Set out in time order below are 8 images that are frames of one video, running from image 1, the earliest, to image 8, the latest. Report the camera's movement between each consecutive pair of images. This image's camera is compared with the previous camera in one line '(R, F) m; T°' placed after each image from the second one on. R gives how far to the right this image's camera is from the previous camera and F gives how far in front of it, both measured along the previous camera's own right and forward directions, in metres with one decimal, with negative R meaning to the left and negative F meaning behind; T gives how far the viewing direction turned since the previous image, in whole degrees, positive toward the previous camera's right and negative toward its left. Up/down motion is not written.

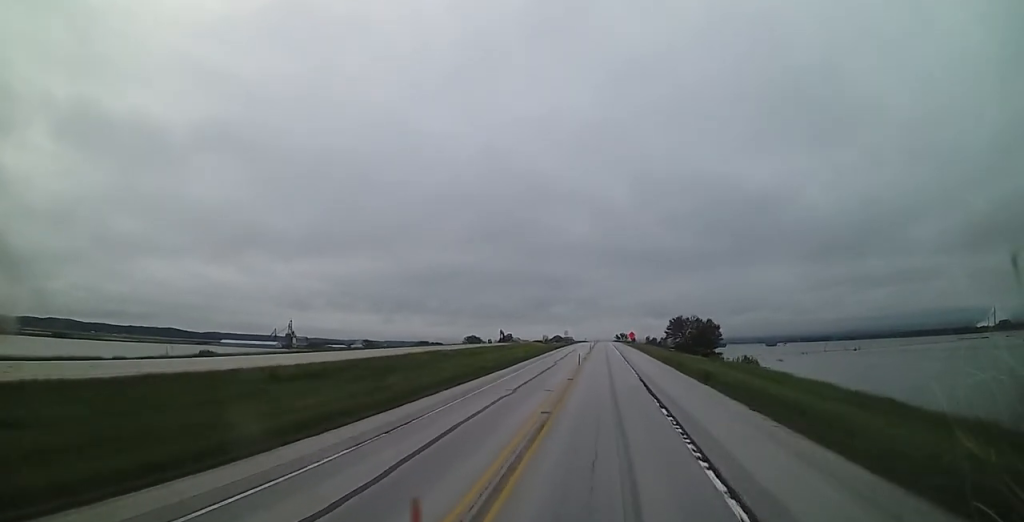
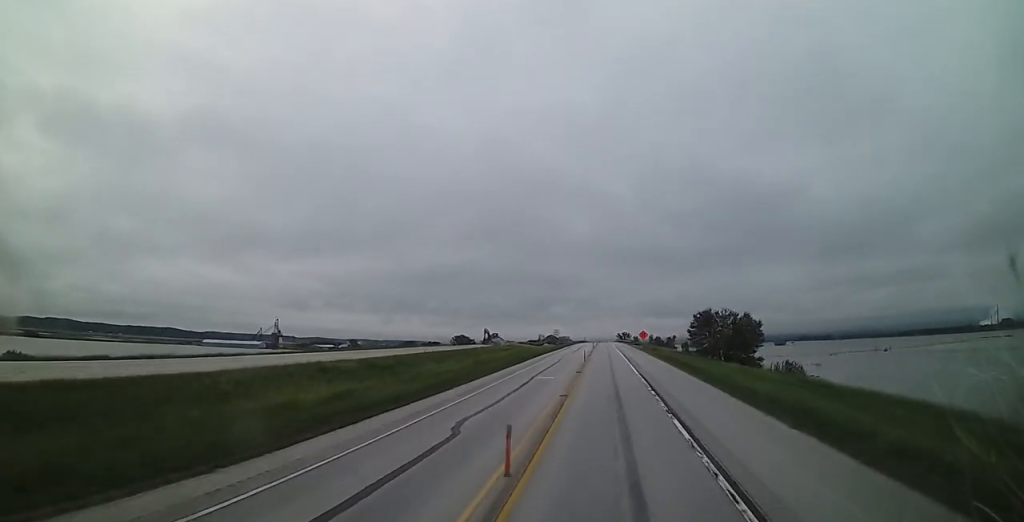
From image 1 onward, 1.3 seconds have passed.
(+0.1, +32.0) m; +1°
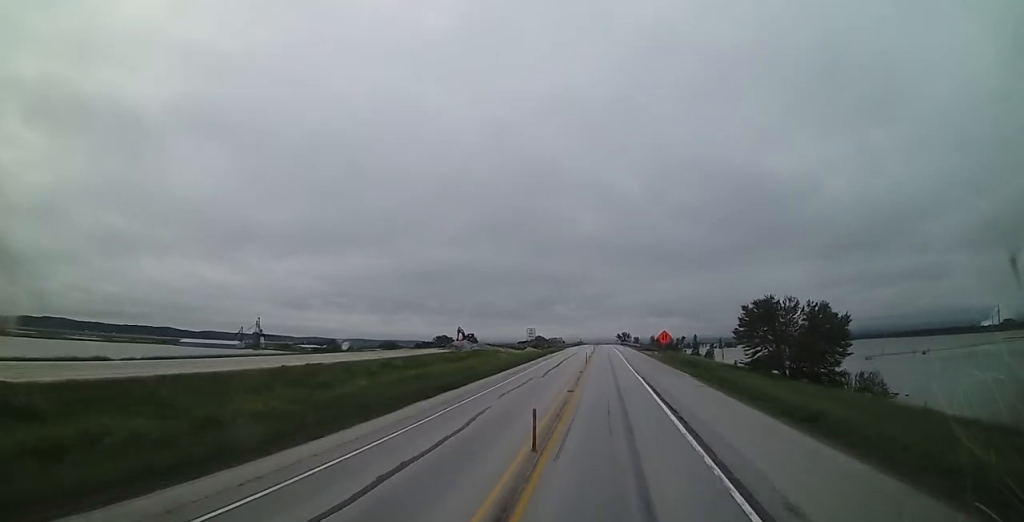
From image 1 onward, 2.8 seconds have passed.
(+0.1, +34.4) m; -1°
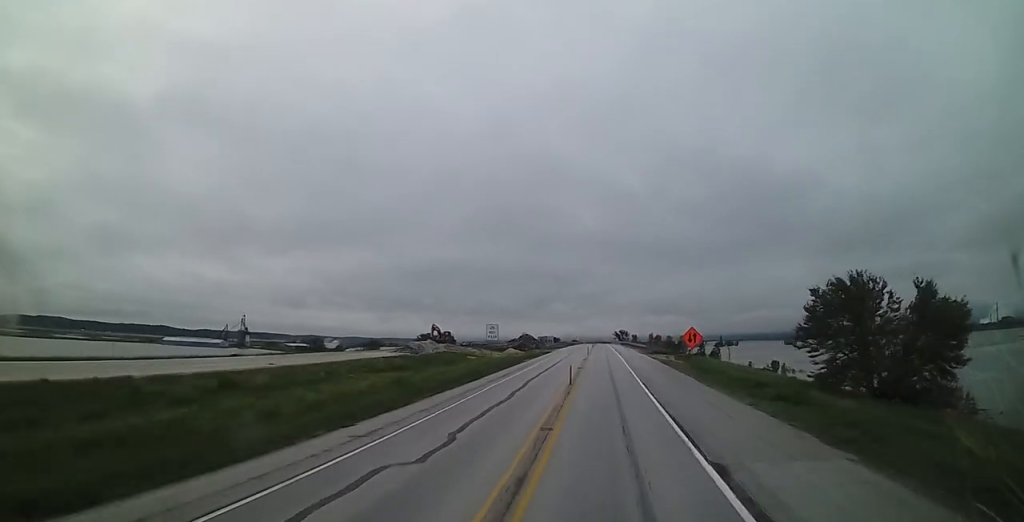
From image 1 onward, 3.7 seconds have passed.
(-0.1, +21.6) m; 0°
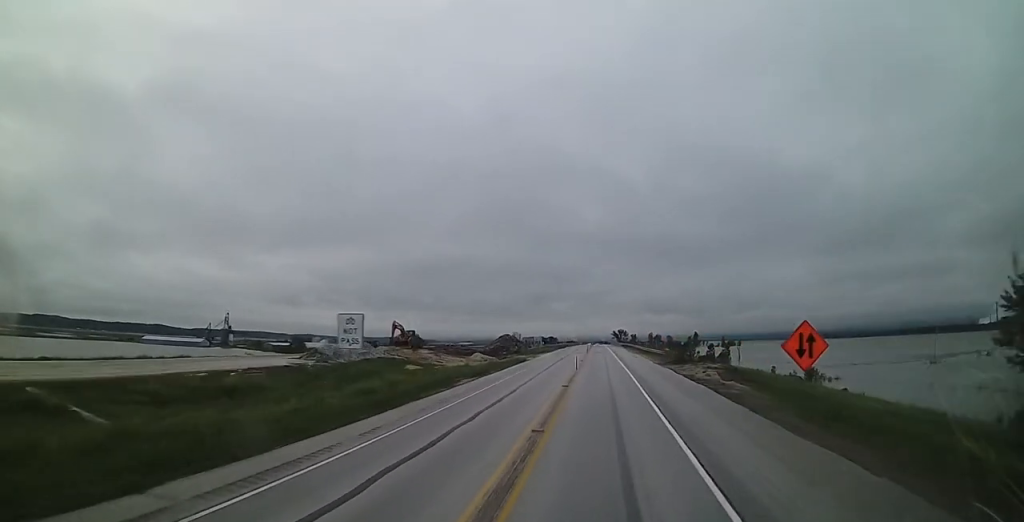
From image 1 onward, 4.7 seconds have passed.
(0.0, +24.8) m; 0°
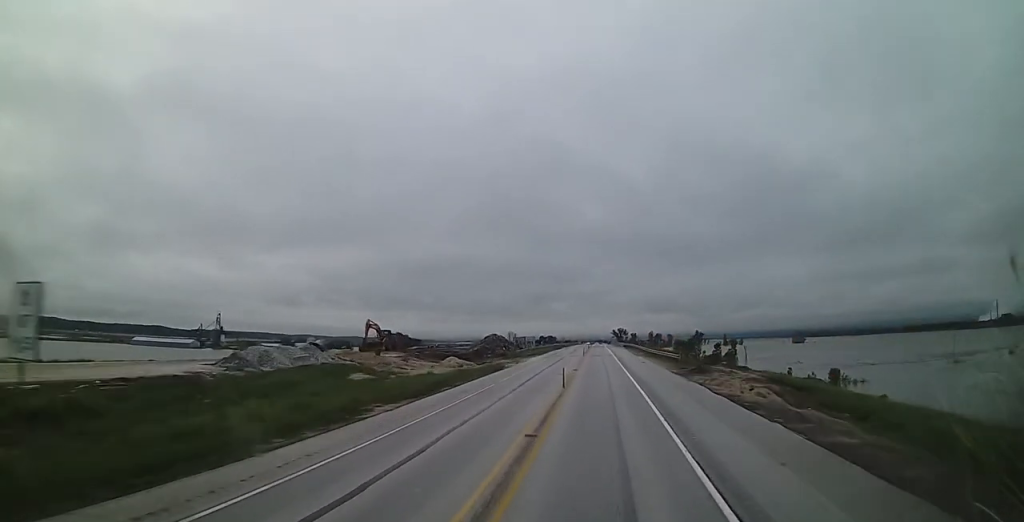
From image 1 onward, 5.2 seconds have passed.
(-0.1, +12.8) m; 0°
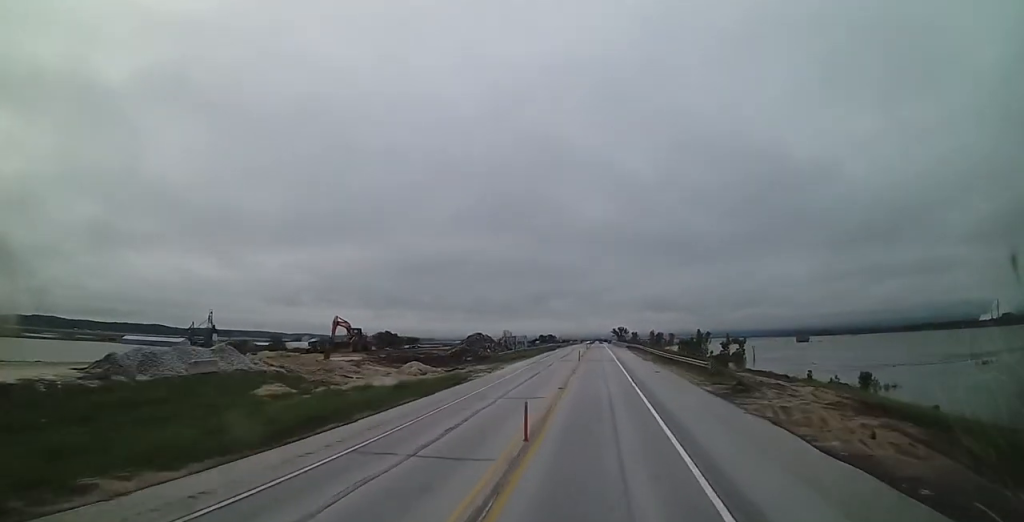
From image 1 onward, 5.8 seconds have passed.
(+0.2, +12.8) m; 0°
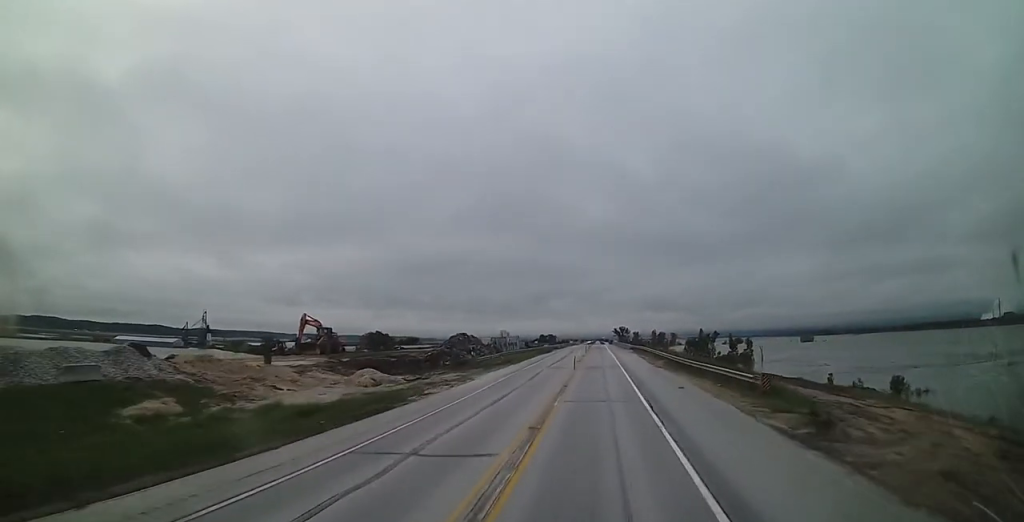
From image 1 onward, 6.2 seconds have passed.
(+0.1, +10.4) m; 0°
